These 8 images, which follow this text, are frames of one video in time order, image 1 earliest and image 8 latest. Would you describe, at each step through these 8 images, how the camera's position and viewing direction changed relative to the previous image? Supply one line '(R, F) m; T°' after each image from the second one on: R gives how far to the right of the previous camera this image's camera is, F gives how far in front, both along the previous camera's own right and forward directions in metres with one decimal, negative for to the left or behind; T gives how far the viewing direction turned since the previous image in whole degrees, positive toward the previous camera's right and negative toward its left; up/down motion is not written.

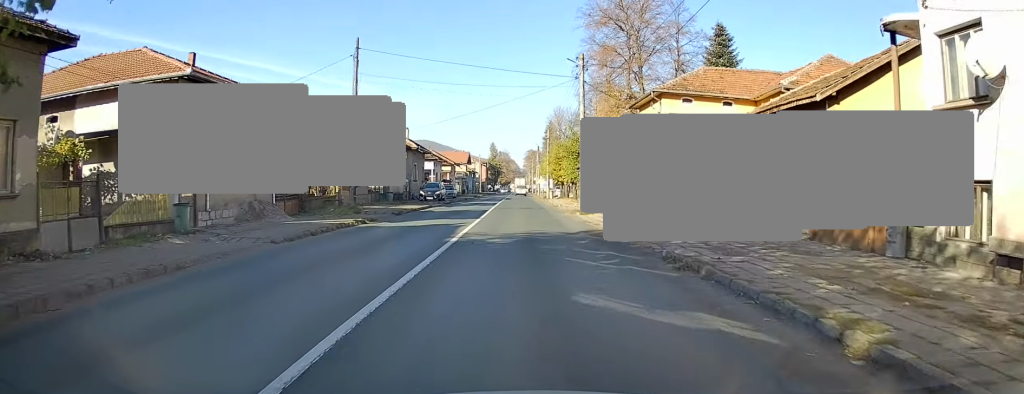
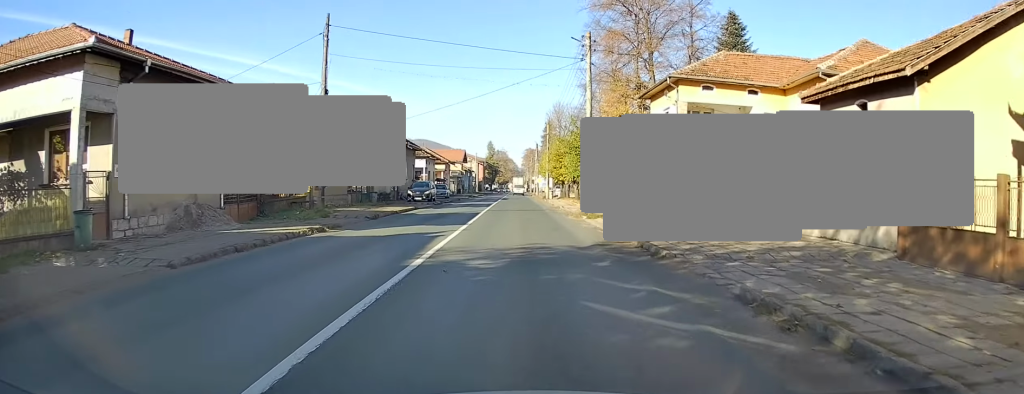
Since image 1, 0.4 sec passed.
(-0.1, +4.6) m; 0°
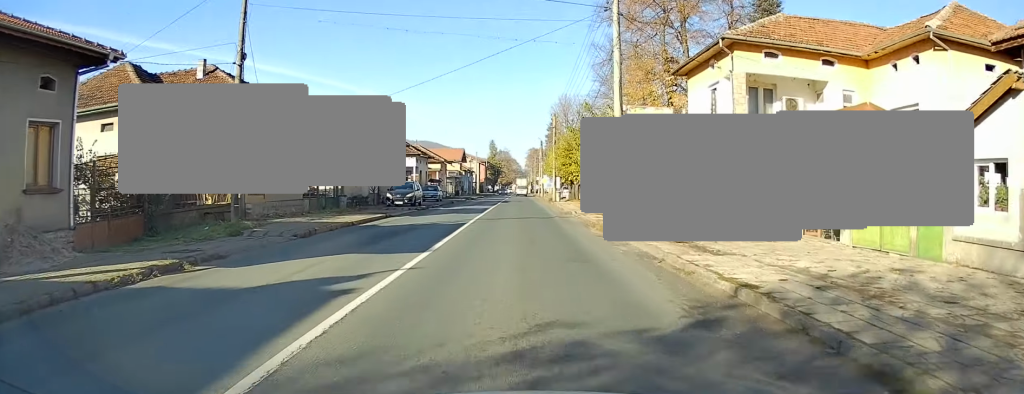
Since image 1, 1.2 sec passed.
(-0.3, +8.5) m; 0°
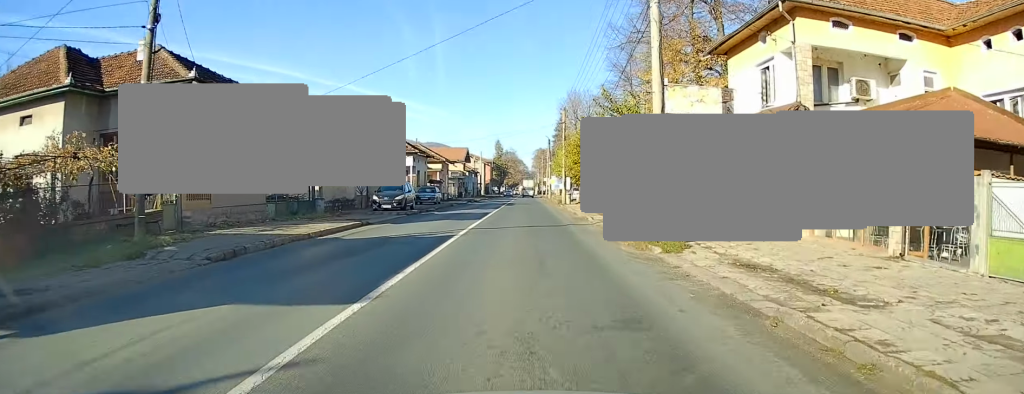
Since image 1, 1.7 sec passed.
(+0.2, +5.3) m; 0°
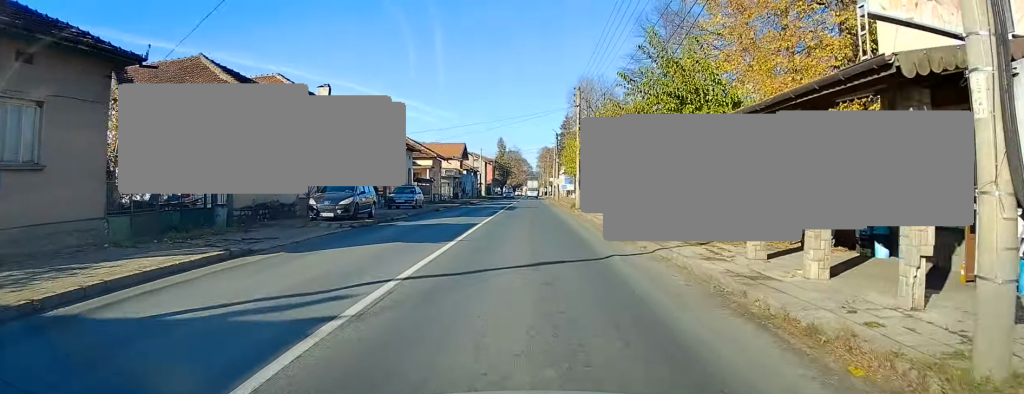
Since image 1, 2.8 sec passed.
(-0.1, +10.8) m; 0°
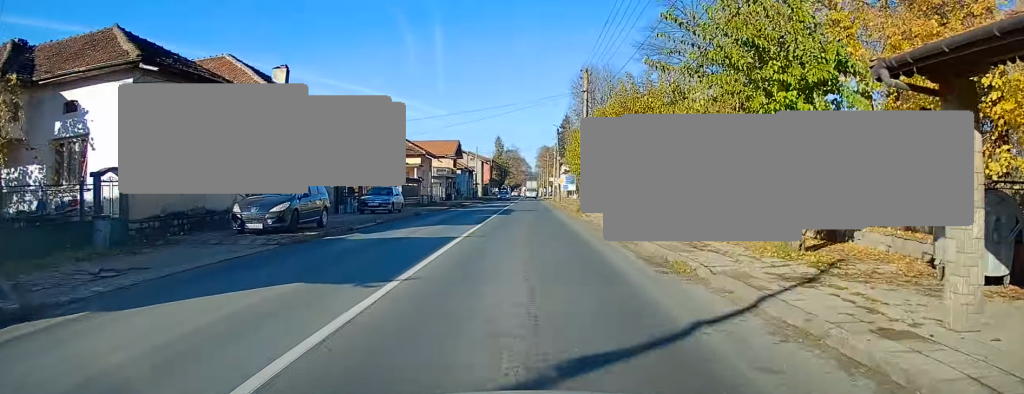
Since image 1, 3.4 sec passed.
(0.0, +6.2) m; 0°
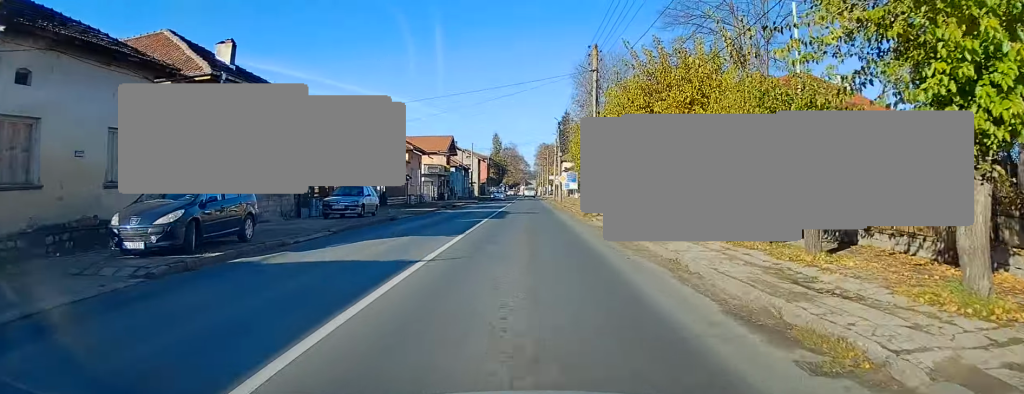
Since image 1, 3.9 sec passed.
(+0.2, +5.6) m; 0°
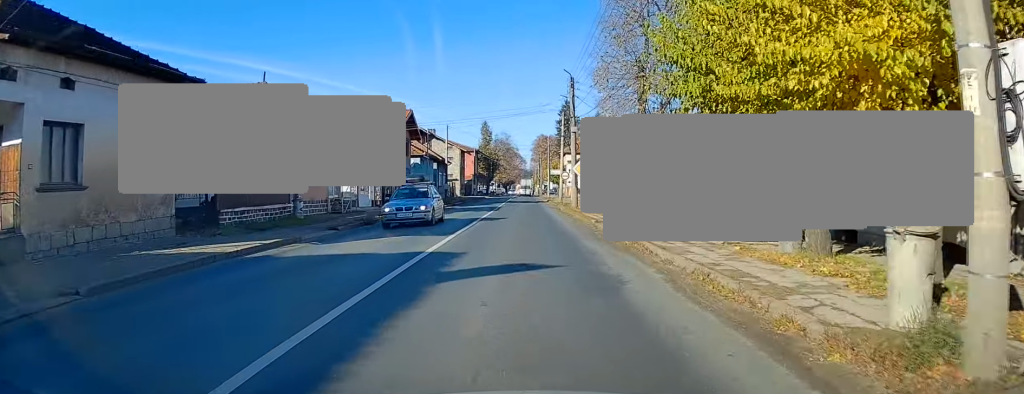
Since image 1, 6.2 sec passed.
(+0.1, +25.0) m; 0°
